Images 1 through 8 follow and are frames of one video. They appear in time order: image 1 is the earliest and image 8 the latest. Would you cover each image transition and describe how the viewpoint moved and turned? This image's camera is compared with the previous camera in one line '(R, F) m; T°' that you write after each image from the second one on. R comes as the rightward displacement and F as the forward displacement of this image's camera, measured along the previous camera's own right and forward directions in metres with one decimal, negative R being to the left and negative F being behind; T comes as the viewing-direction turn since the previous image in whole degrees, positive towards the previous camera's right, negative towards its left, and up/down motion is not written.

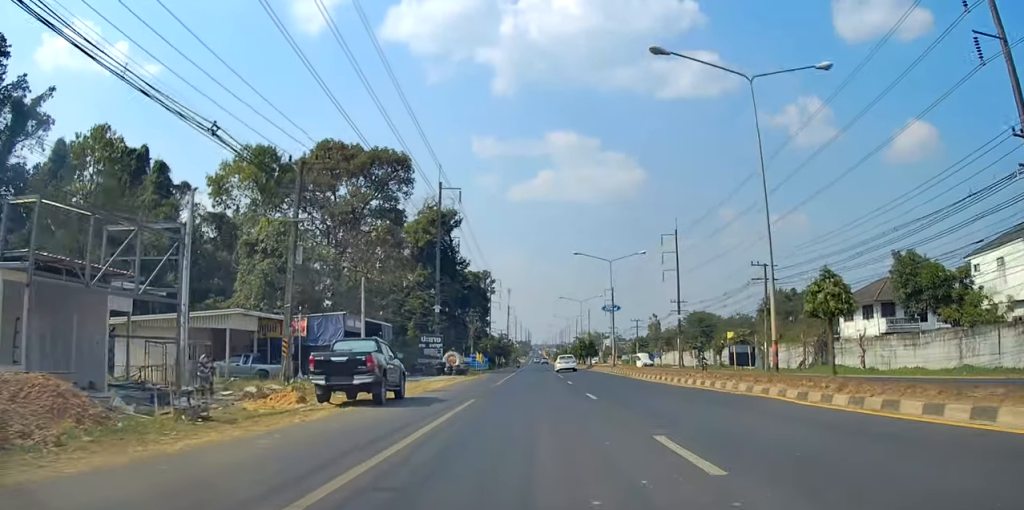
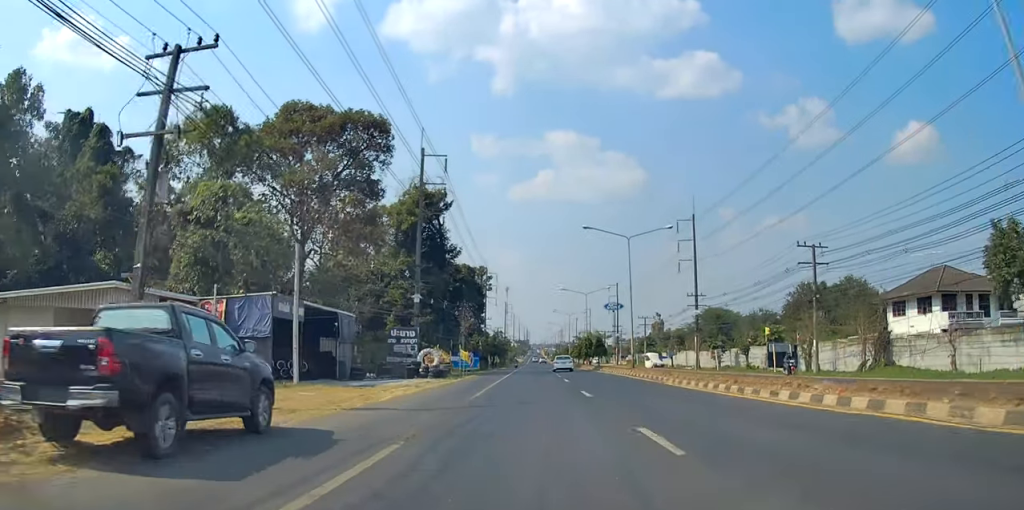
(-0.5, +11.7) m; 0°
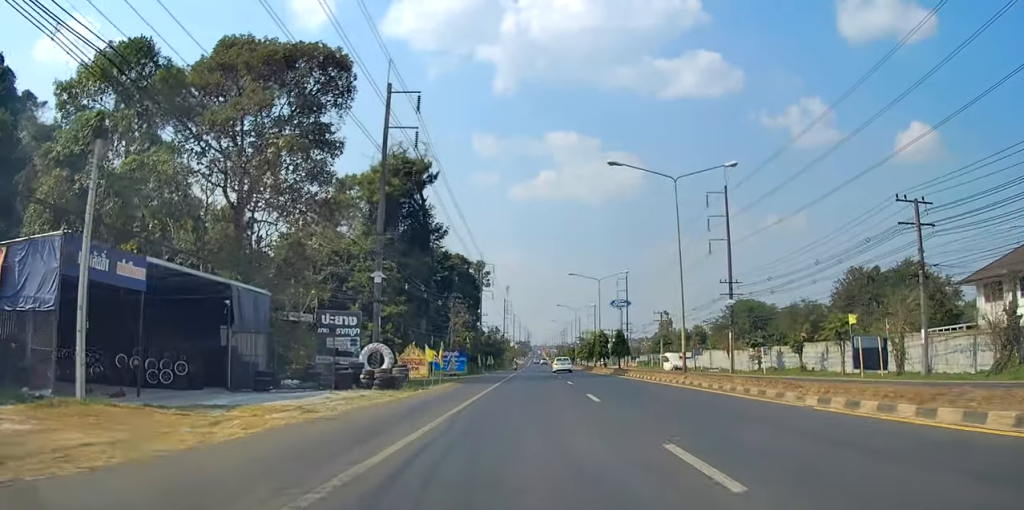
(+0.1, +14.0) m; +1°
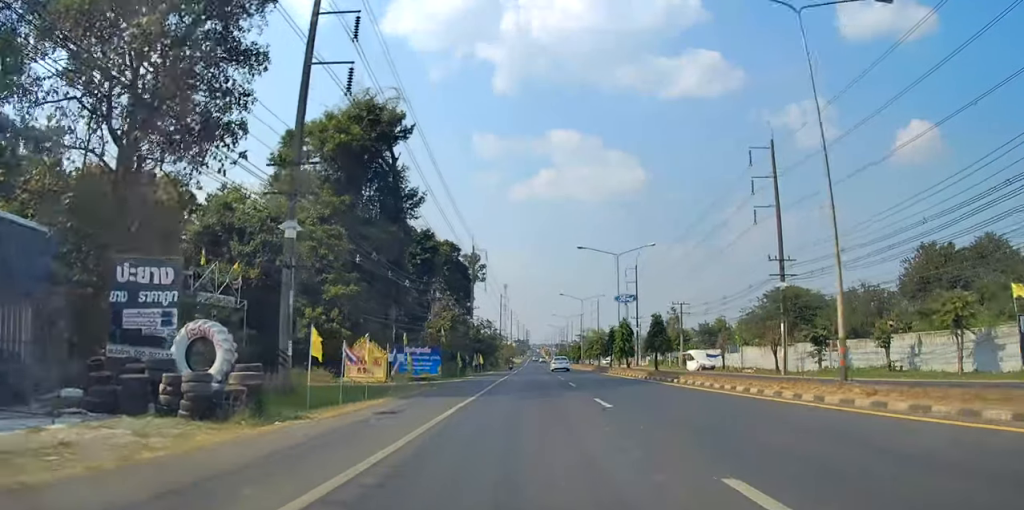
(+0.3, +15.0) m; +1°
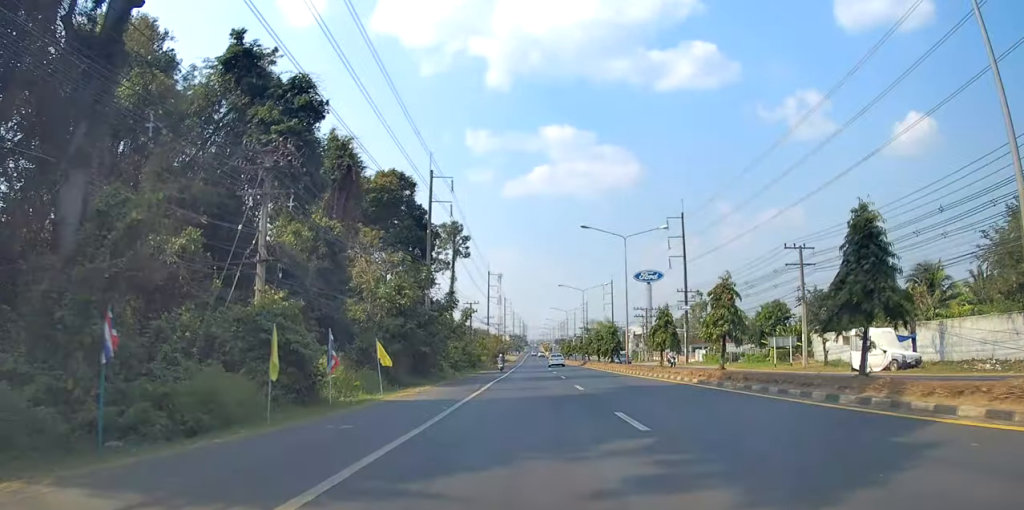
(-1.4, +41.6) m; -2°
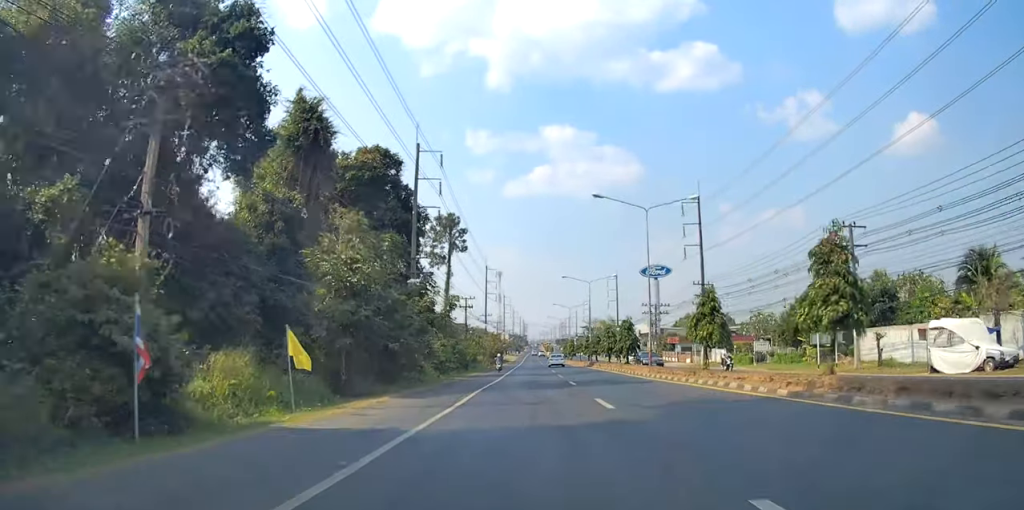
(+0.3, +8.6) m; 0°
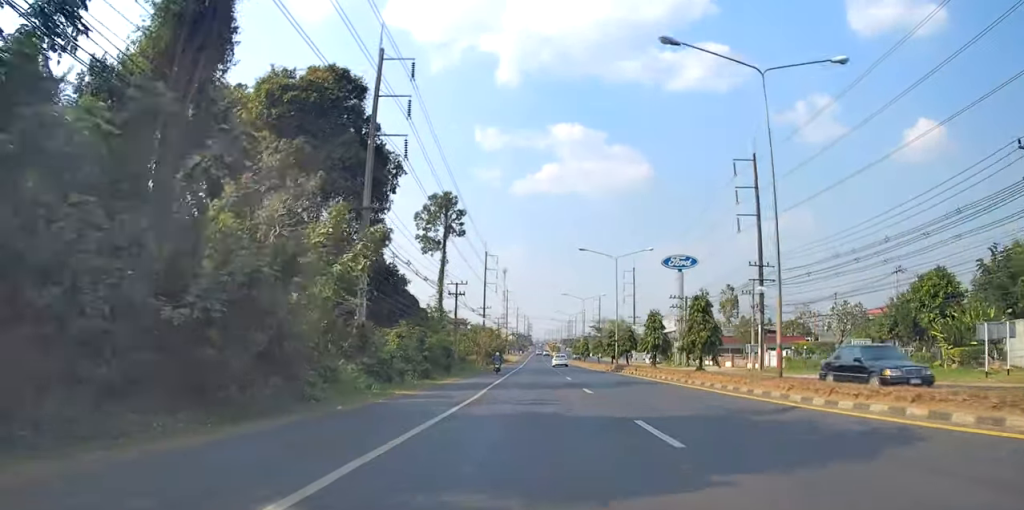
(0.0, +18.2) m; -1°
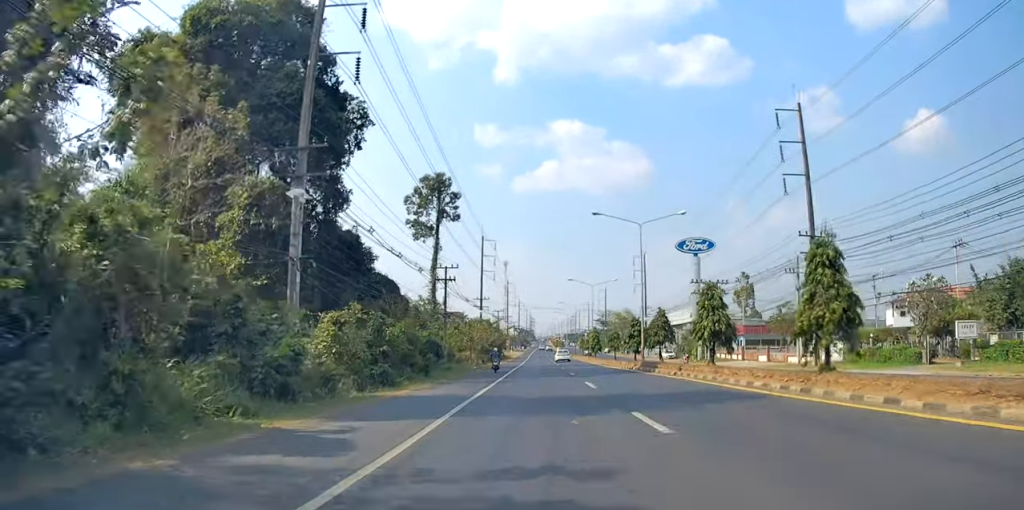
(-0.2, +11.0) m; -1°
